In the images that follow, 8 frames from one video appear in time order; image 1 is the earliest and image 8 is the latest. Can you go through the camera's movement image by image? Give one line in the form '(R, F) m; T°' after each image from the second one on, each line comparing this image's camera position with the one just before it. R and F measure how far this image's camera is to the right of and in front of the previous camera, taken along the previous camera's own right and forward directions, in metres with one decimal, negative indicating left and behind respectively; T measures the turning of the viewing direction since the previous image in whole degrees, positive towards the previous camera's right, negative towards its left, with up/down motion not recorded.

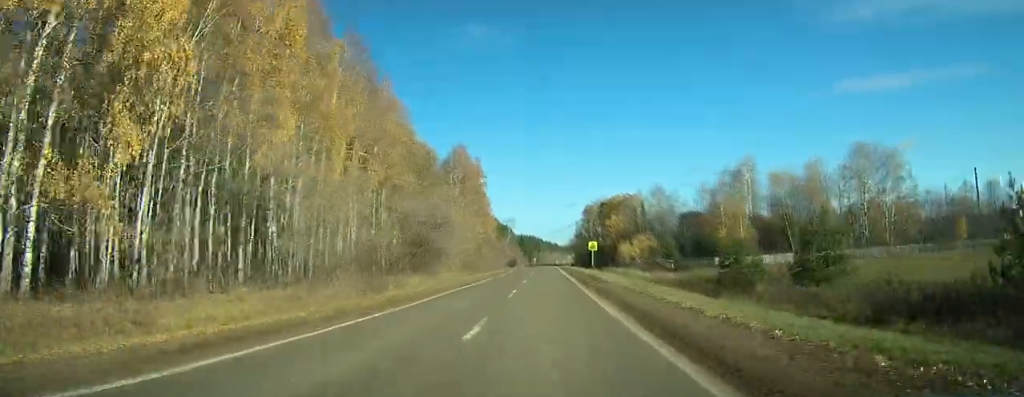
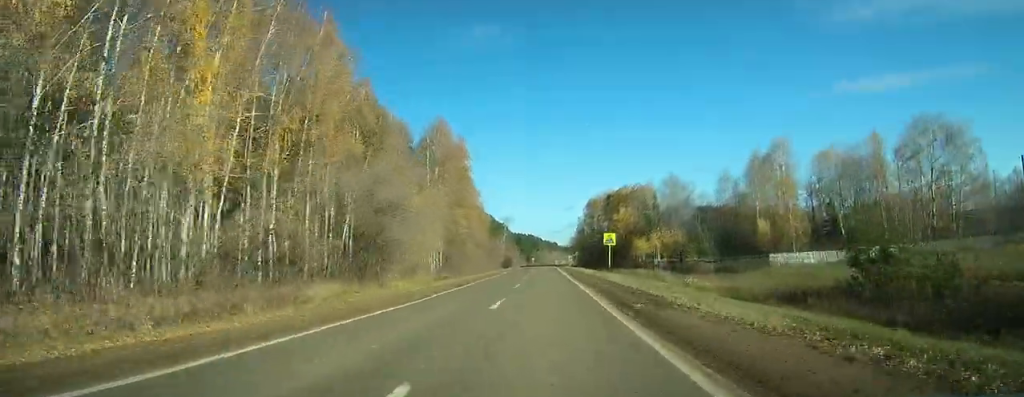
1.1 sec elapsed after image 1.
(-0.5, +18.7) m; 0°
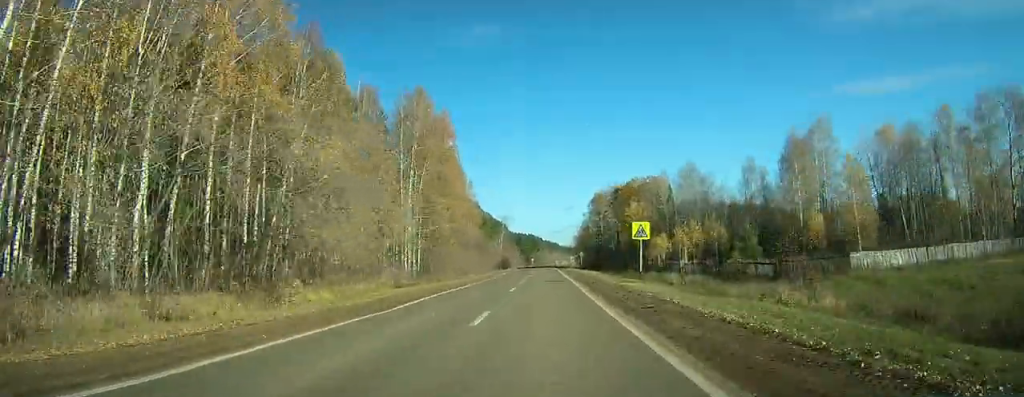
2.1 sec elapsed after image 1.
(-0.5, +15.2) m; 0°
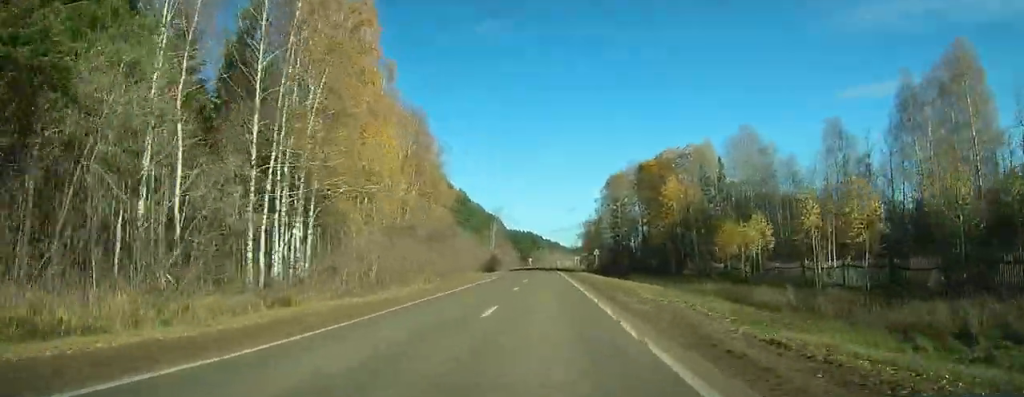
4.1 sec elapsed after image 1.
(+0.8, +32.4) m; +4°
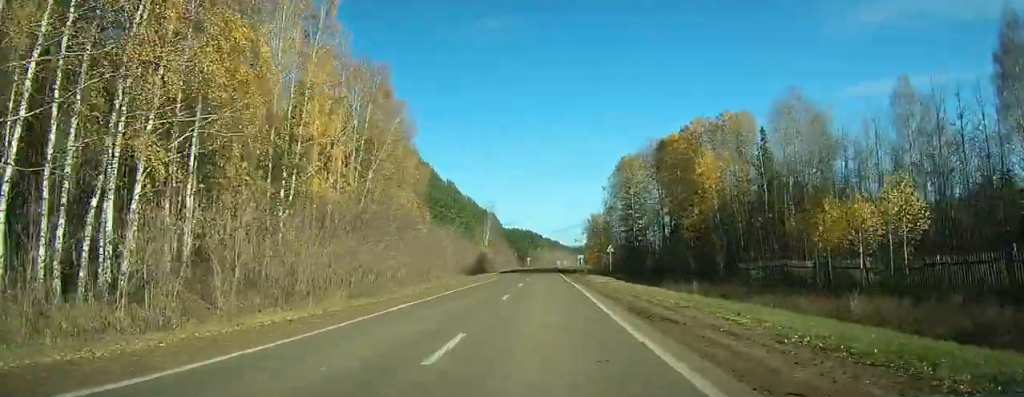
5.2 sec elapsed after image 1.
(+0.6, +16.9) m; +4°
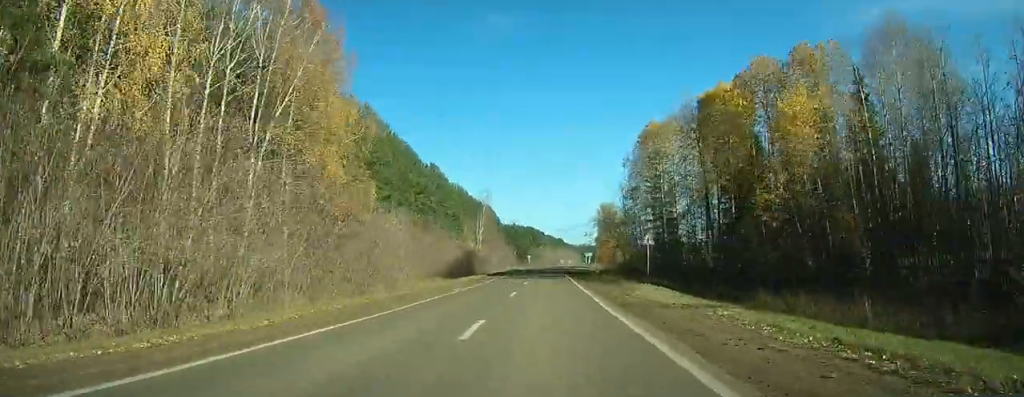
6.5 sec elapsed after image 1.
(+0.3, +20.8) m; +2°
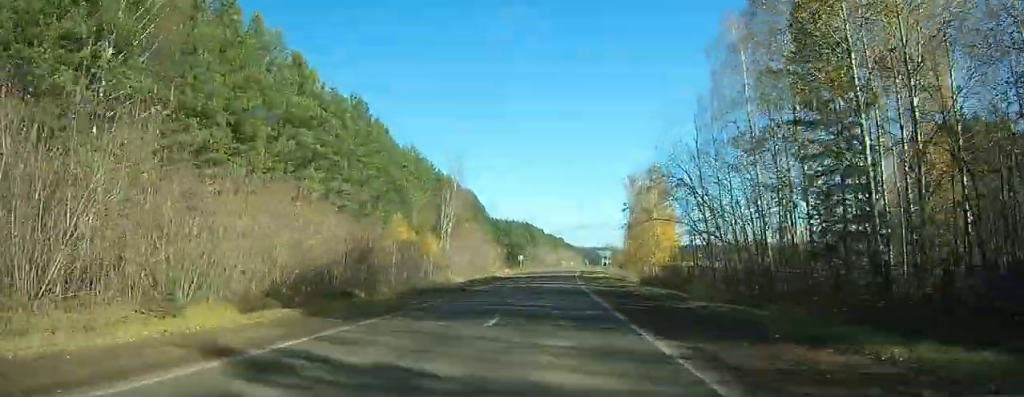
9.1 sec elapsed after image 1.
(-3.6, +46.5) m; -12°
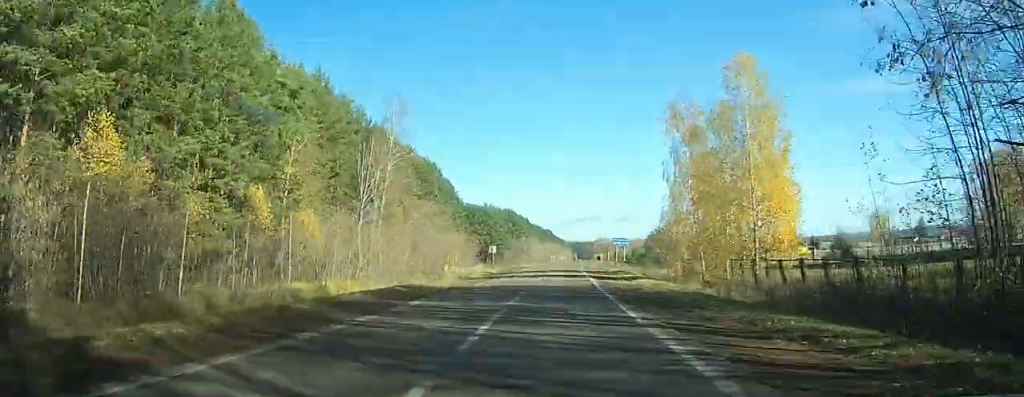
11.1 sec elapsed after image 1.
(-2.8, +37.2) m; 0°
